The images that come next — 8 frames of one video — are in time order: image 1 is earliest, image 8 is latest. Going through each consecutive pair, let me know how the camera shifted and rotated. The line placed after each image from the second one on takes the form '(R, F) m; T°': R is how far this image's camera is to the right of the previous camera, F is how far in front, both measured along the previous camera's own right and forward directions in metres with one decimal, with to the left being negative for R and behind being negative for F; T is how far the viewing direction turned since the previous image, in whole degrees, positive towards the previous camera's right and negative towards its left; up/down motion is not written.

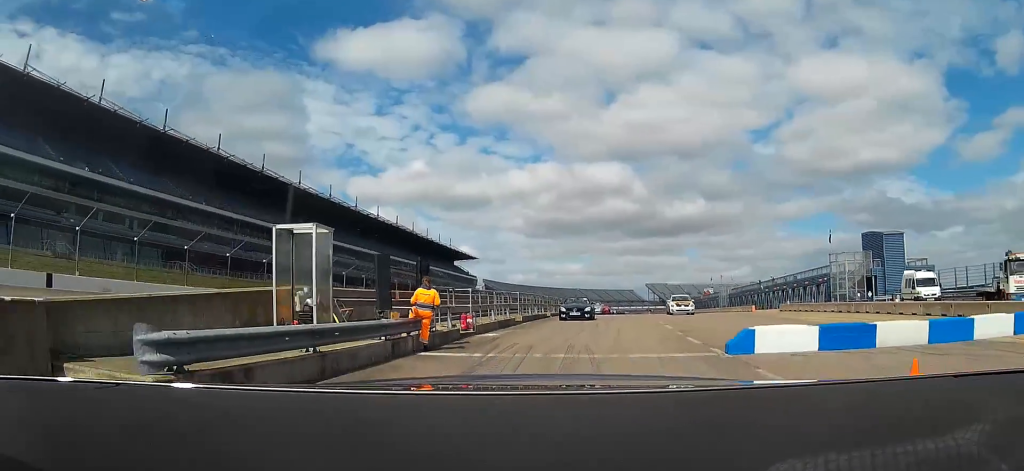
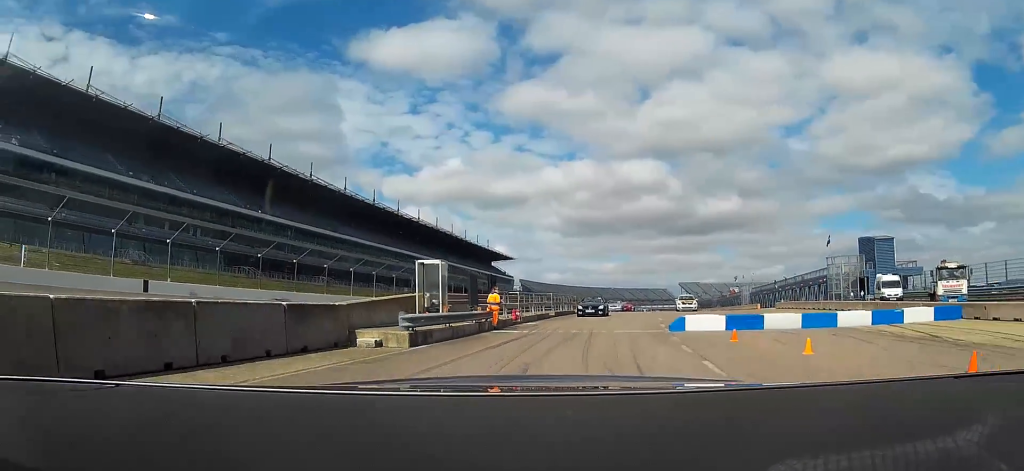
(+0.2, +7.4) m; -4°
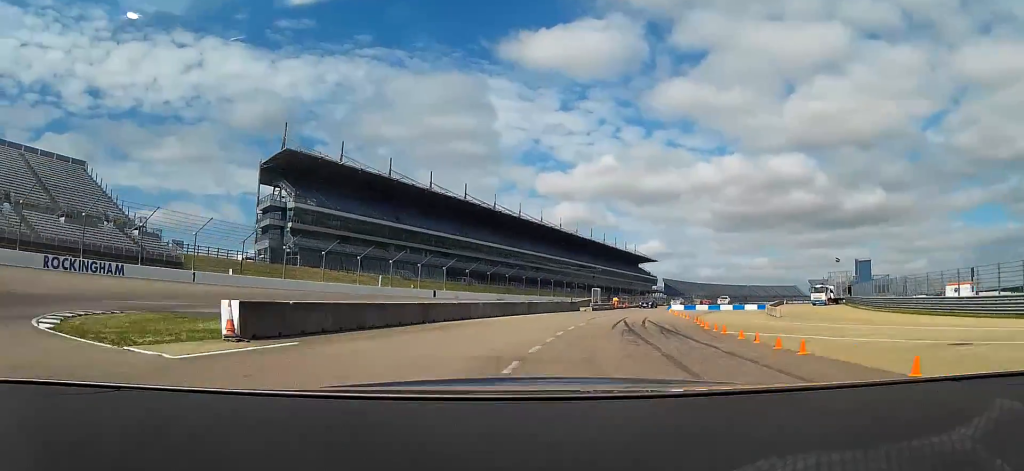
(-6.9, +48.4) m; -15°
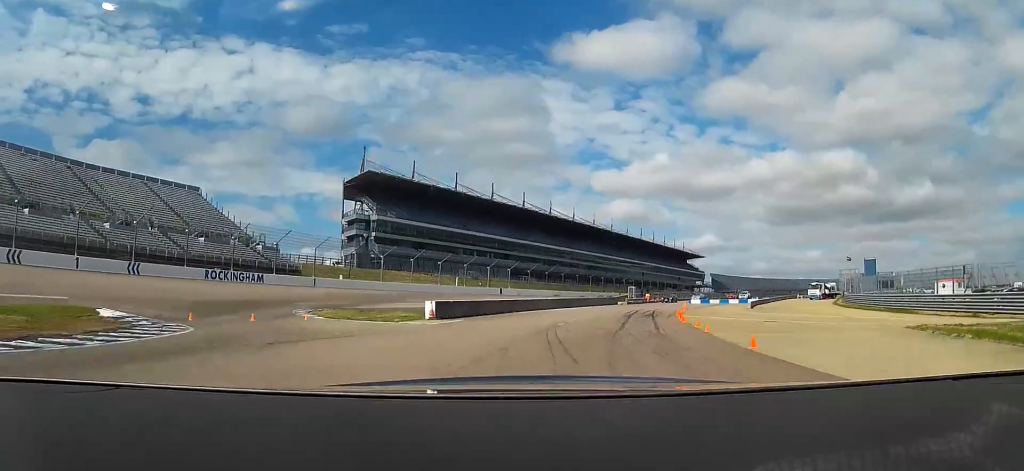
(-0.5, +19.5) m; -5°
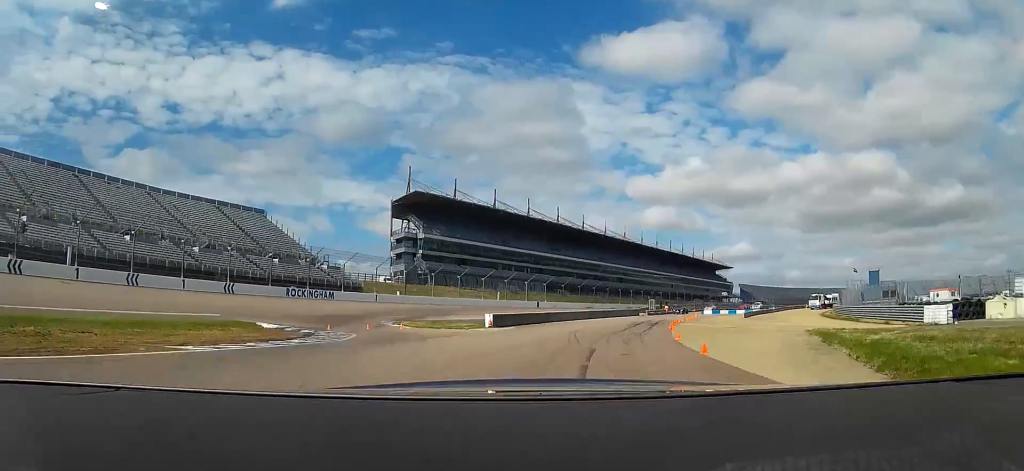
(-0.6, +13.2) m; -4°
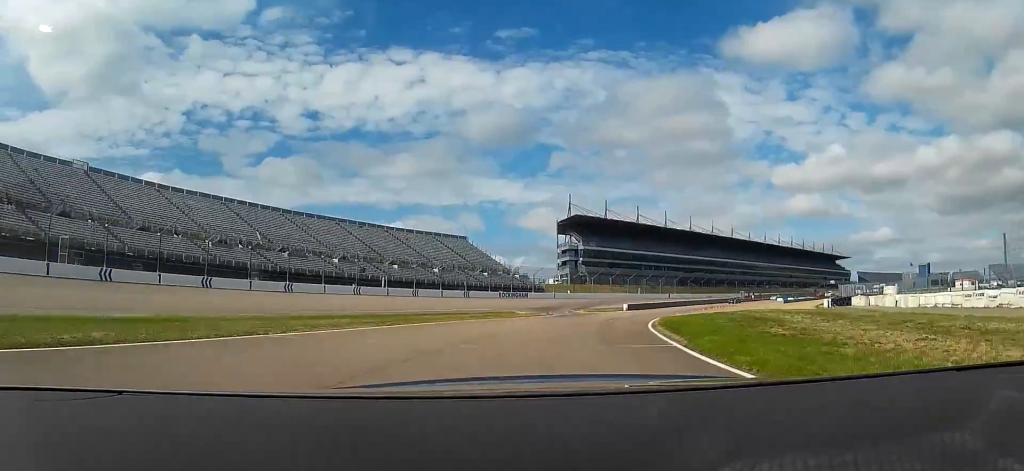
(-5.4, +45.5) m; -15°
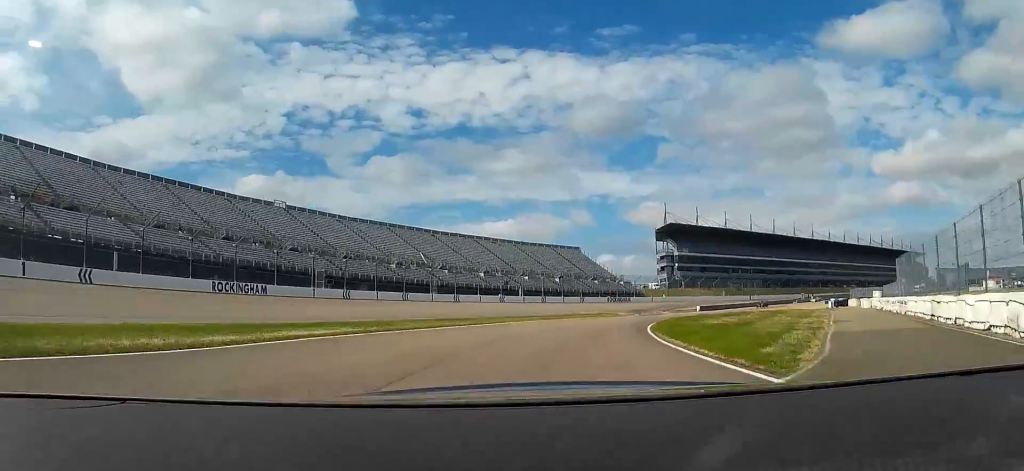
(-2.5, +34.1) m; -10°
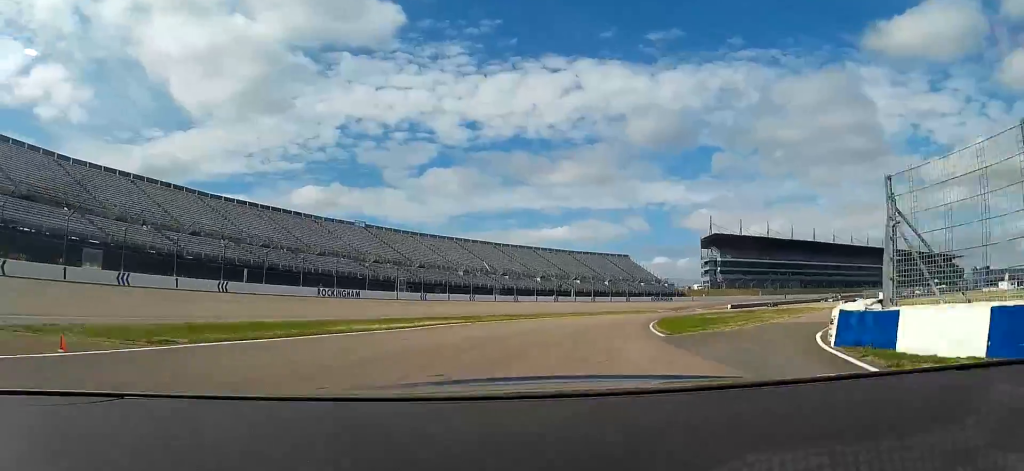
(-1.2, +16.0) m; -4°
